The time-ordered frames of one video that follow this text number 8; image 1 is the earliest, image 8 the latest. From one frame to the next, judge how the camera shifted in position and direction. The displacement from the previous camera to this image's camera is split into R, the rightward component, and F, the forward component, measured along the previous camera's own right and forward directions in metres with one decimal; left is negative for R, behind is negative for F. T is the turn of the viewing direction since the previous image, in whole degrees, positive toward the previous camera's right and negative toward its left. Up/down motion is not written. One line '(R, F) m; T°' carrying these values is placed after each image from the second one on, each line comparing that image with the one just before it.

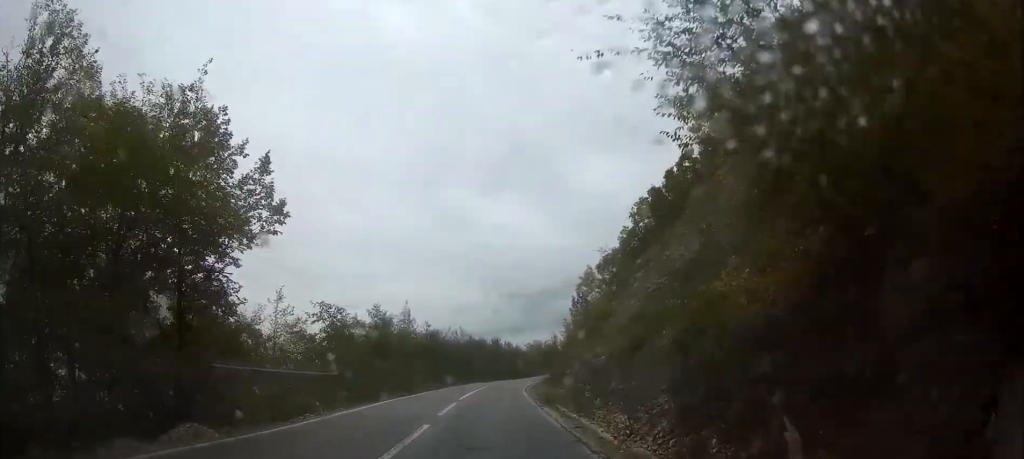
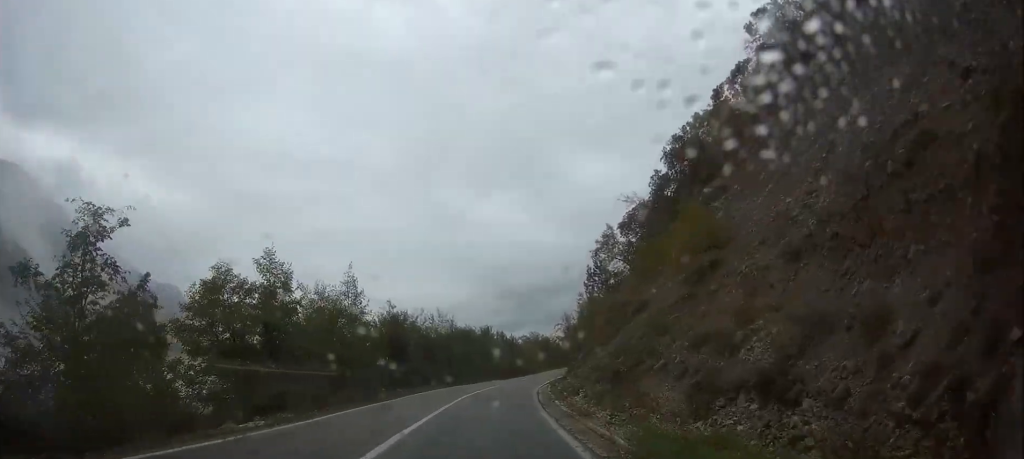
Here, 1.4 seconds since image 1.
(-0.5, +21.3) m; -1°
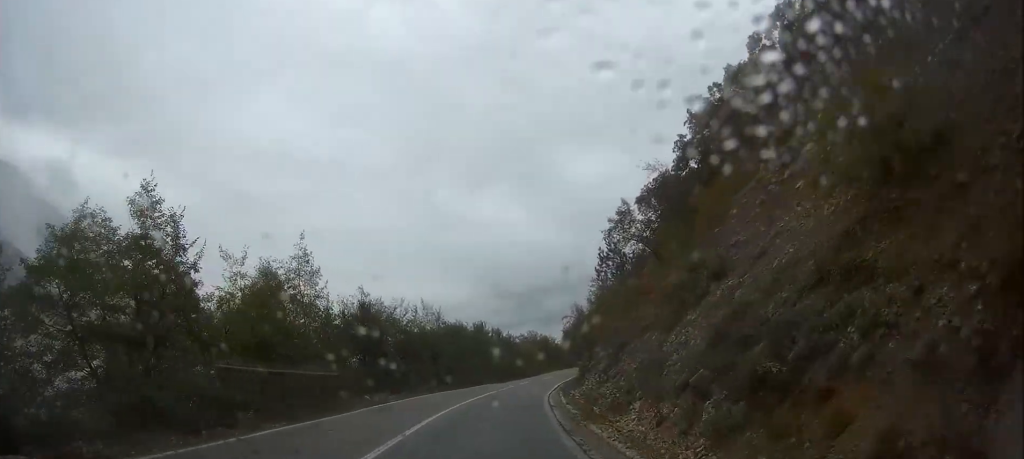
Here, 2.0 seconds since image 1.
(+0.1, +9.8) m; +1°
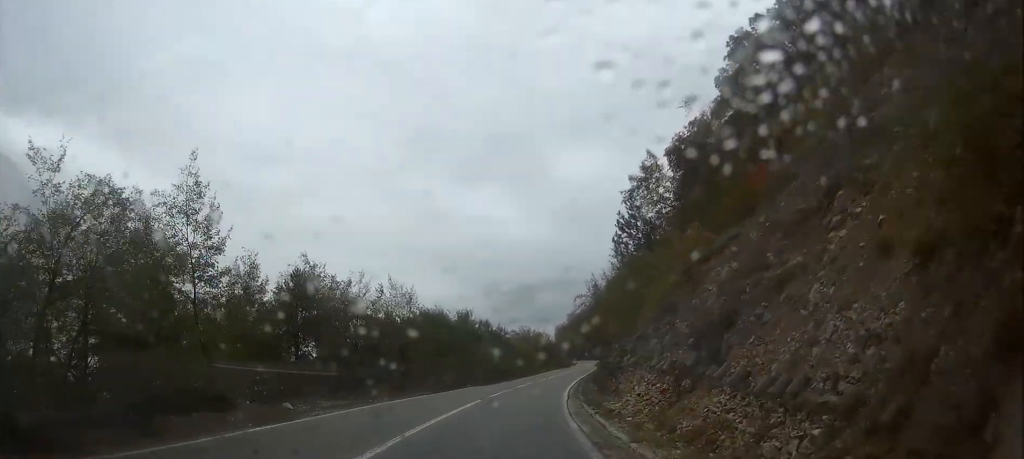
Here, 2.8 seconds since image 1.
(+0.2, +11.8) m; +3°
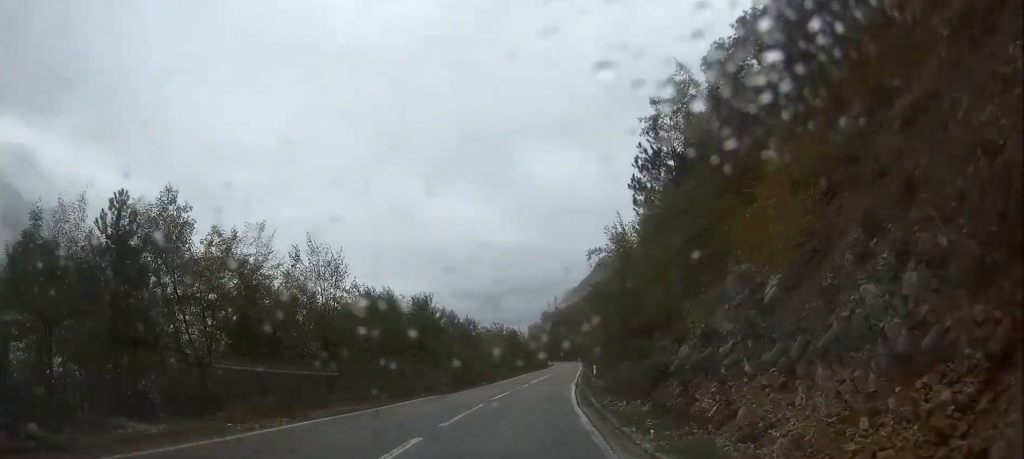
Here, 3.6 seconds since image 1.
(+0.3, +12.9) m; +4°
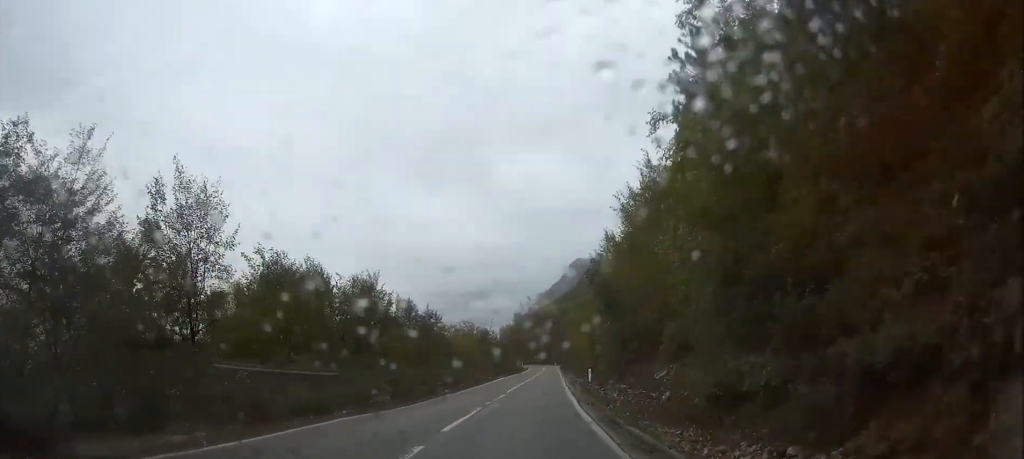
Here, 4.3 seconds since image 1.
(+0.5, +10.8) m; +3°
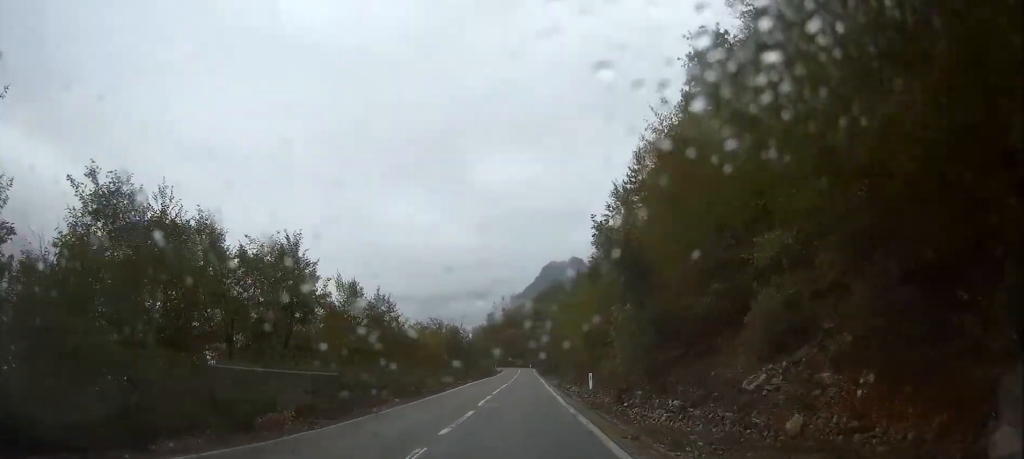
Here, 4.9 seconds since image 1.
(+0.2, +9.8) m; +2°
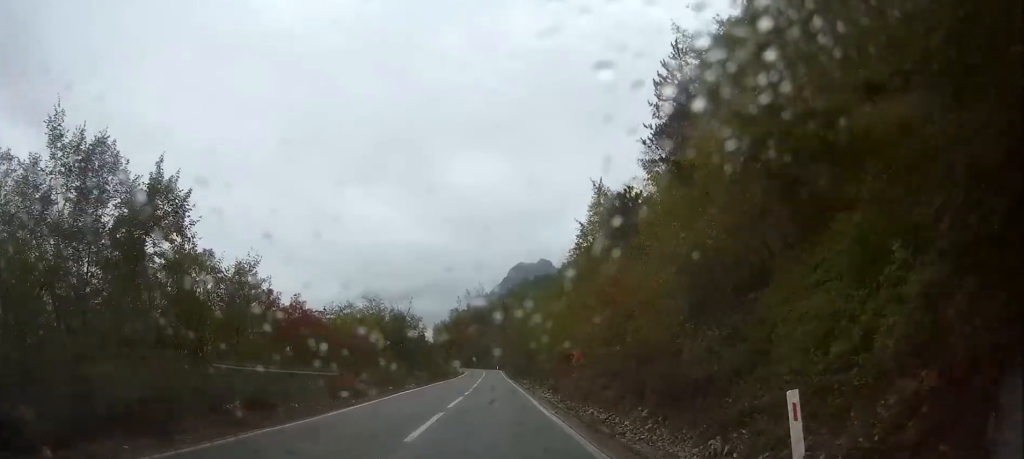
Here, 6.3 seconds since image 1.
(+0.6, +21.8) m; +2°
